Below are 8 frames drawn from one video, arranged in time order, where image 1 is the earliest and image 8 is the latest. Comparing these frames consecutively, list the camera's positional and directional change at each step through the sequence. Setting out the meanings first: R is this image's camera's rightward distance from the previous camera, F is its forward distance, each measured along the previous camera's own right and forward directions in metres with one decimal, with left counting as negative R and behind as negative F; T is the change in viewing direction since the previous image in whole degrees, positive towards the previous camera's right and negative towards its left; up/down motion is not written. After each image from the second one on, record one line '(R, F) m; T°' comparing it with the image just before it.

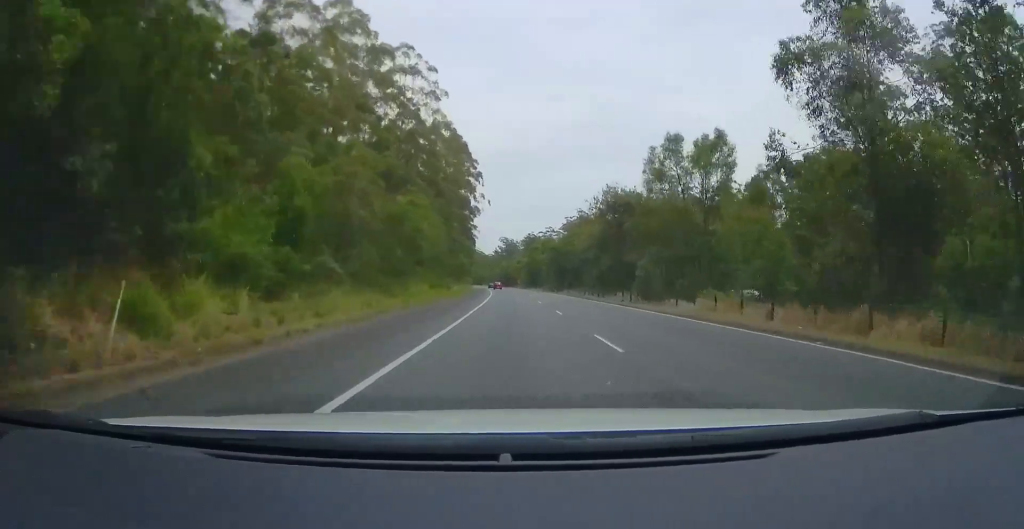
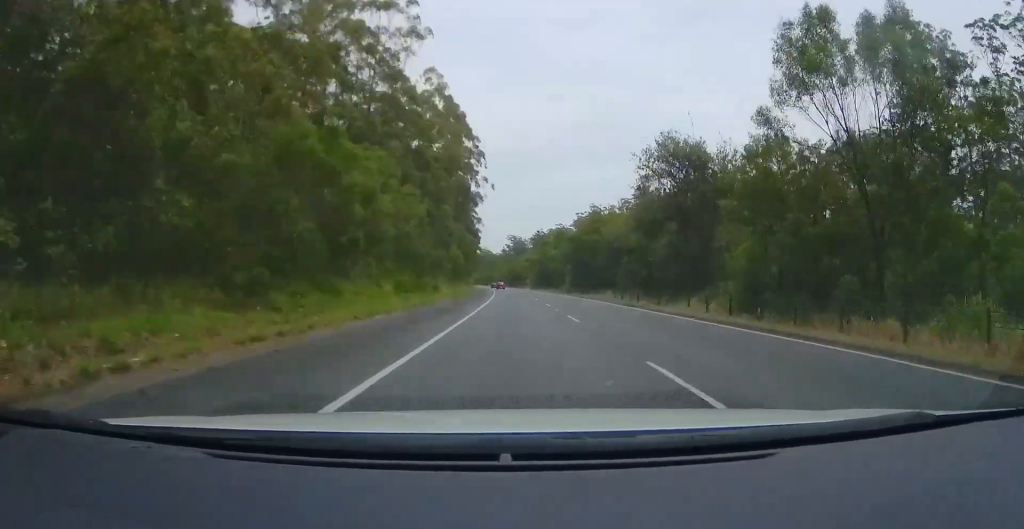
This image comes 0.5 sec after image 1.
(+0.1, +15.7) m; 0°
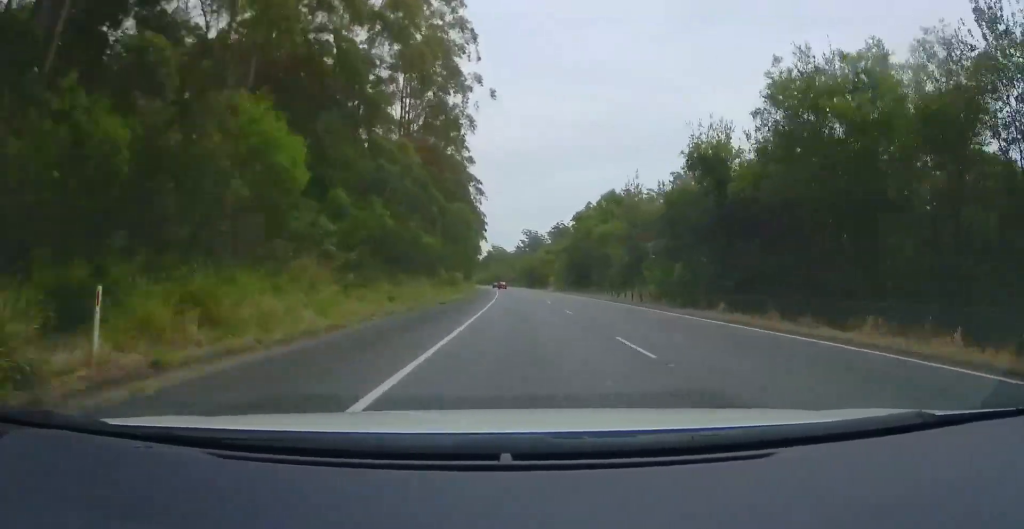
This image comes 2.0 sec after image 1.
(-0.8, +44.7) m; -2°
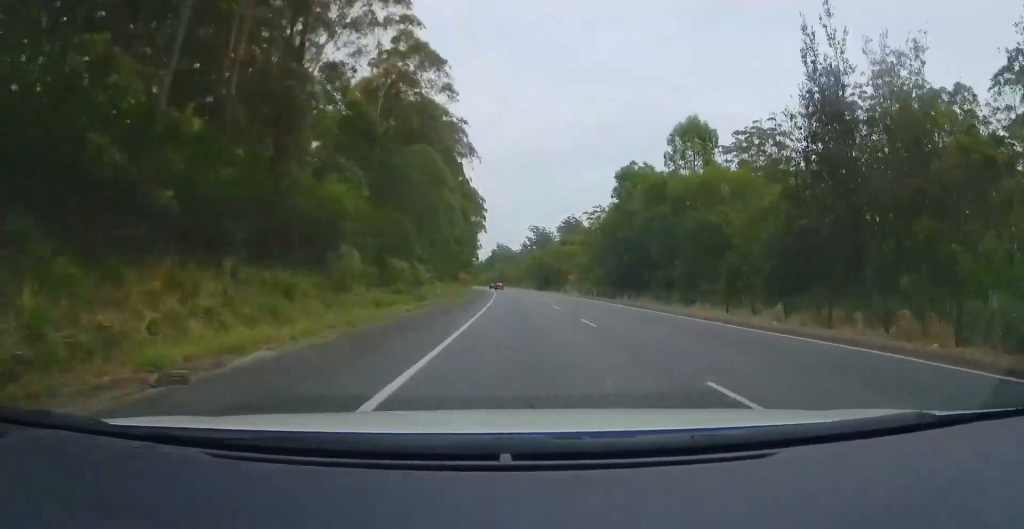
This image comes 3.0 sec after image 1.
(-0.2, +29.0) m; -1°
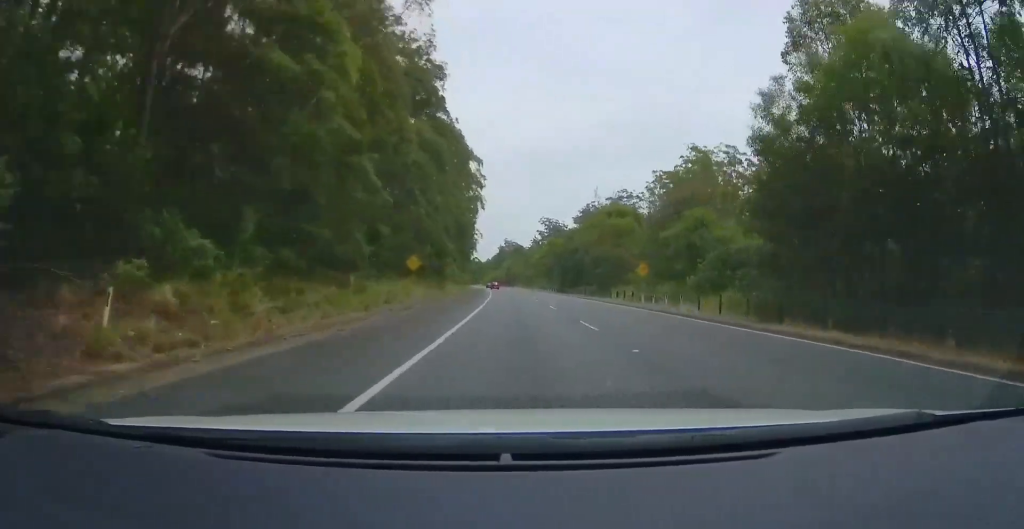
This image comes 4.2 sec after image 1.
(-0.6, +37.4) m; -2°
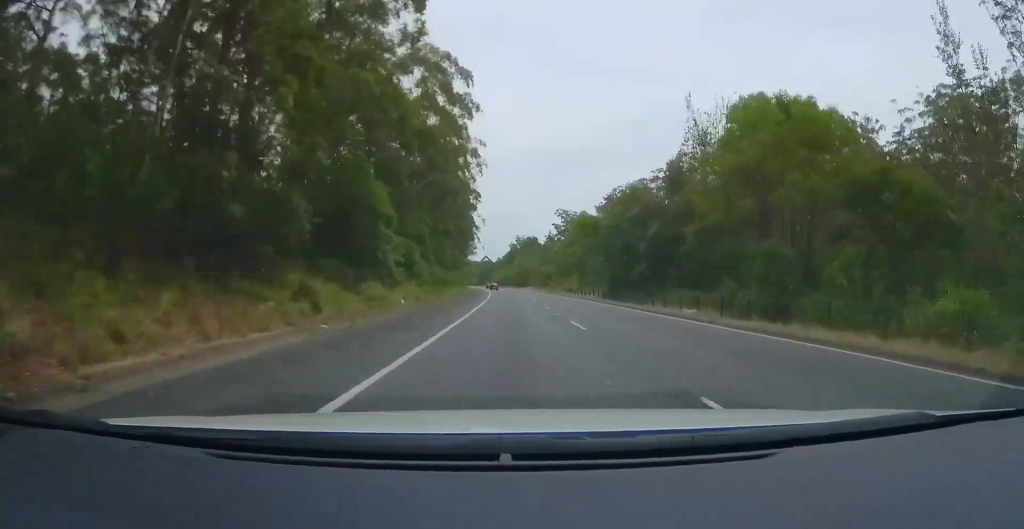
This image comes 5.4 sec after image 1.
(-0.6, +35.0) m; -1°
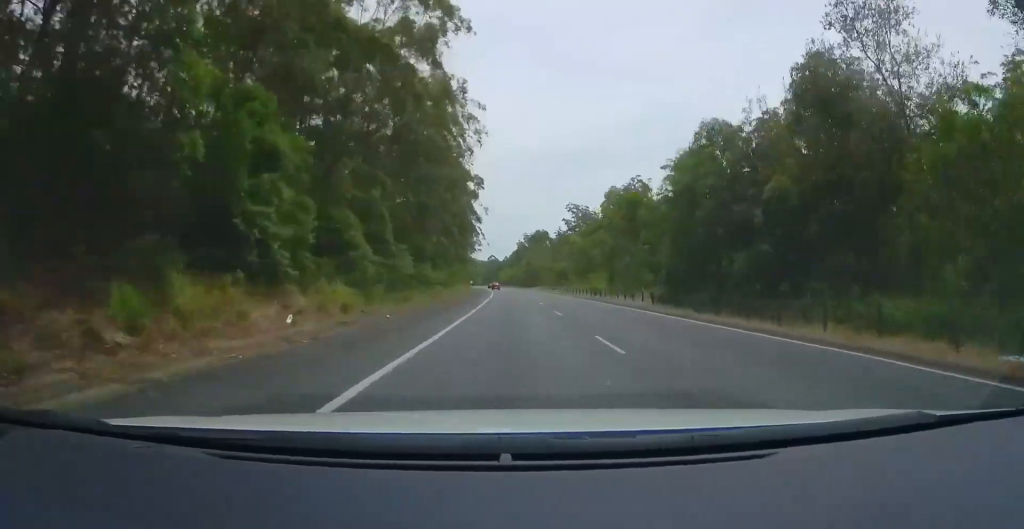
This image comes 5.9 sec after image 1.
(0.0, +16.9) m; 0°
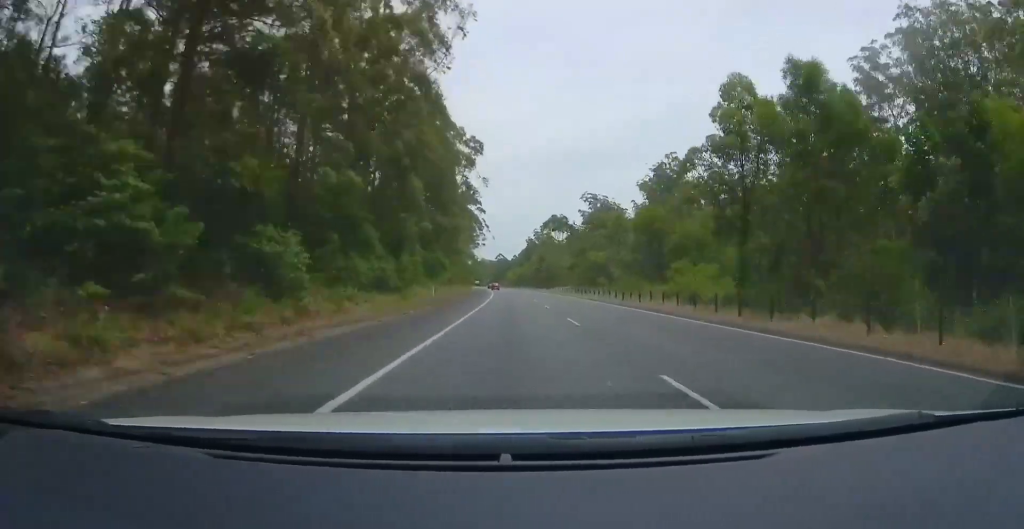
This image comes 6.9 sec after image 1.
(-0.1, +29.0) m; -1°
